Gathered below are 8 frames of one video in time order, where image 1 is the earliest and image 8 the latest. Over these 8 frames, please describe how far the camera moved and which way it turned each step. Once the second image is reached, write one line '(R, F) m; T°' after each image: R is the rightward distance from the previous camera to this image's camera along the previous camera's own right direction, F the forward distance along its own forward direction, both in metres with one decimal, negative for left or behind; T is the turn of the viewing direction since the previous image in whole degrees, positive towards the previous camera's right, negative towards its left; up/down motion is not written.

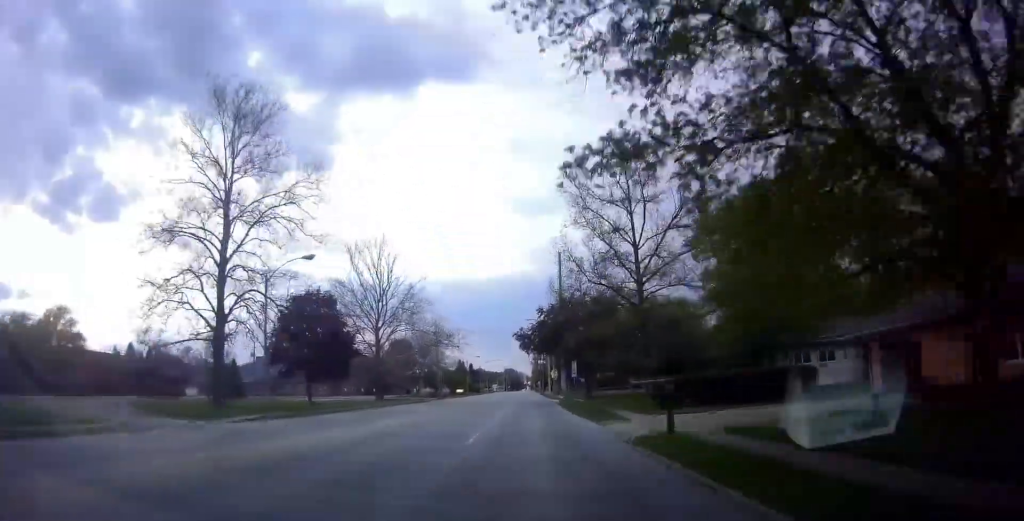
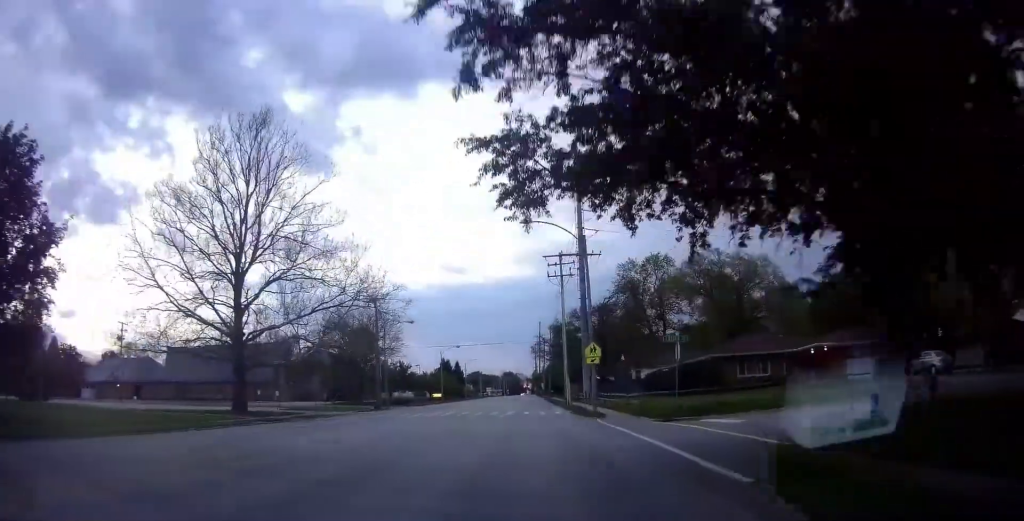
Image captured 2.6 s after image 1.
(-0.1, +42.2) m; -3°
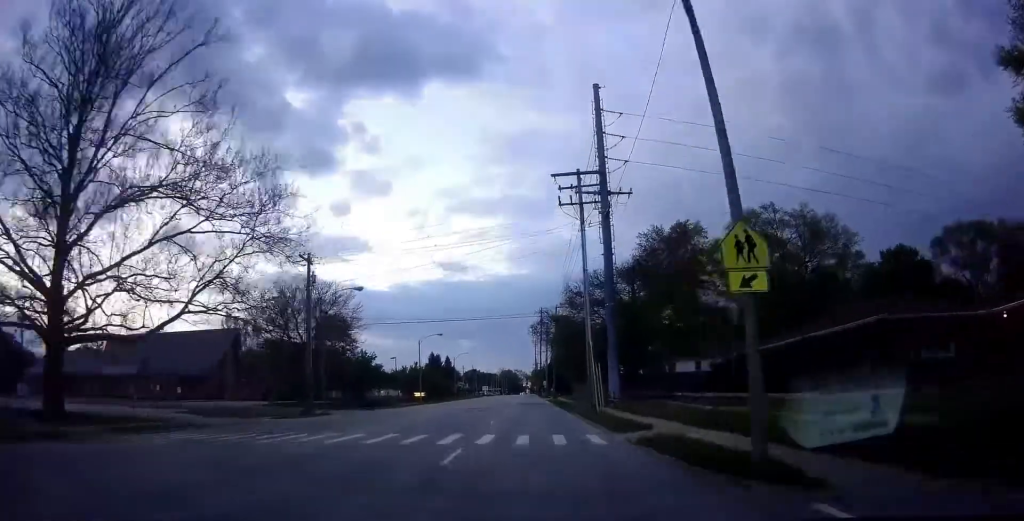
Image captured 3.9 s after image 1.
(-0.6, +19.9) m; +1°
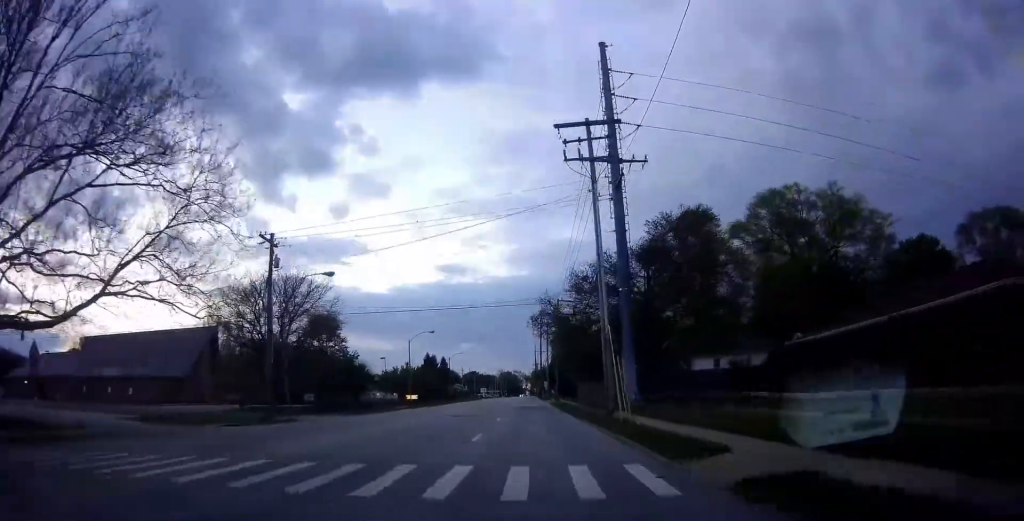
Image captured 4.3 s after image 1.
(+0.3, +7.0) m; +1°
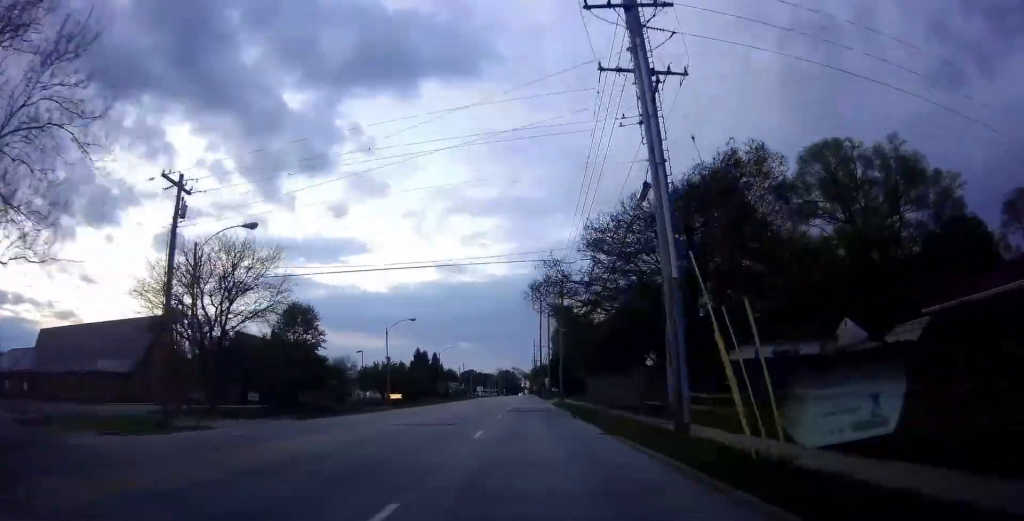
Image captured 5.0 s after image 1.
(+0.2, +11.4) m; +1°
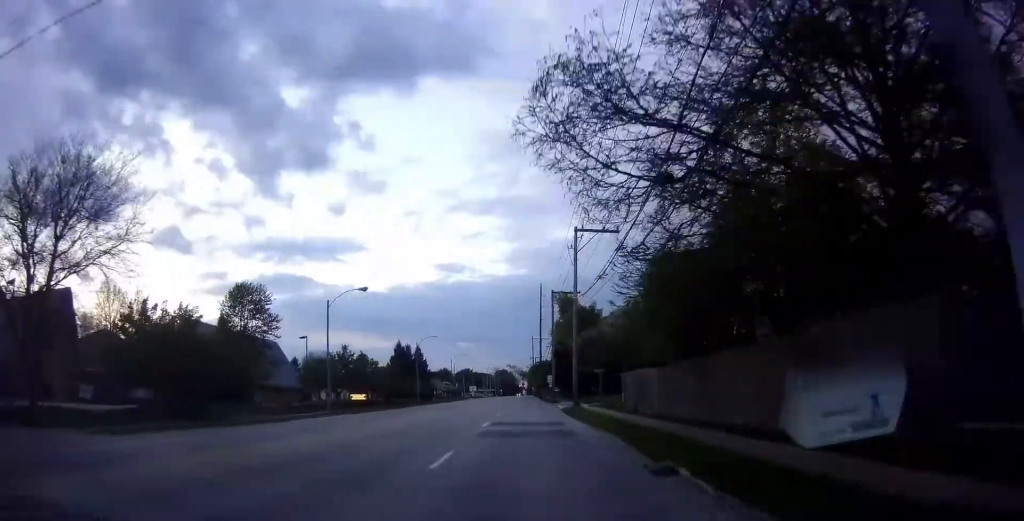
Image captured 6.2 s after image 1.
(0.0, +18.9) m; 0°
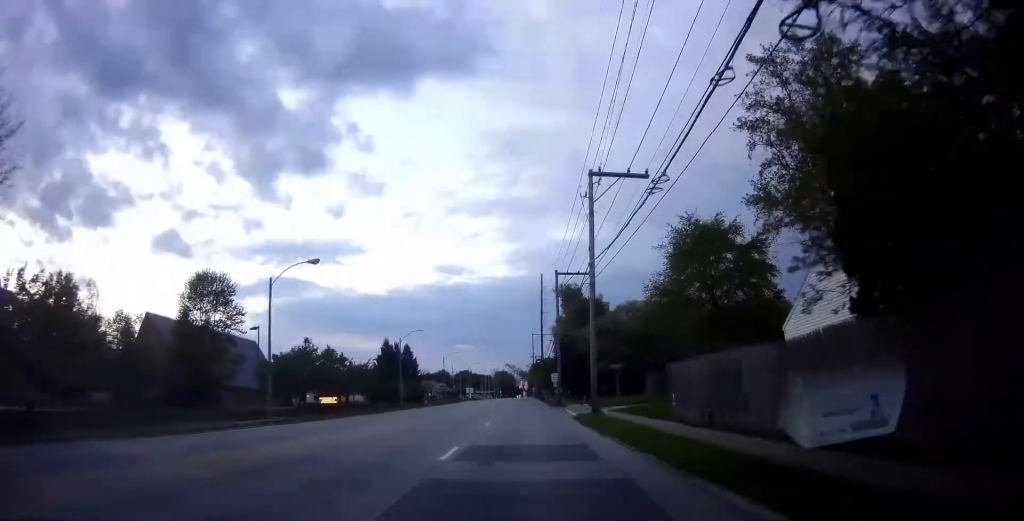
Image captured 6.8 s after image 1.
(0.0, +10.8) m; 0°
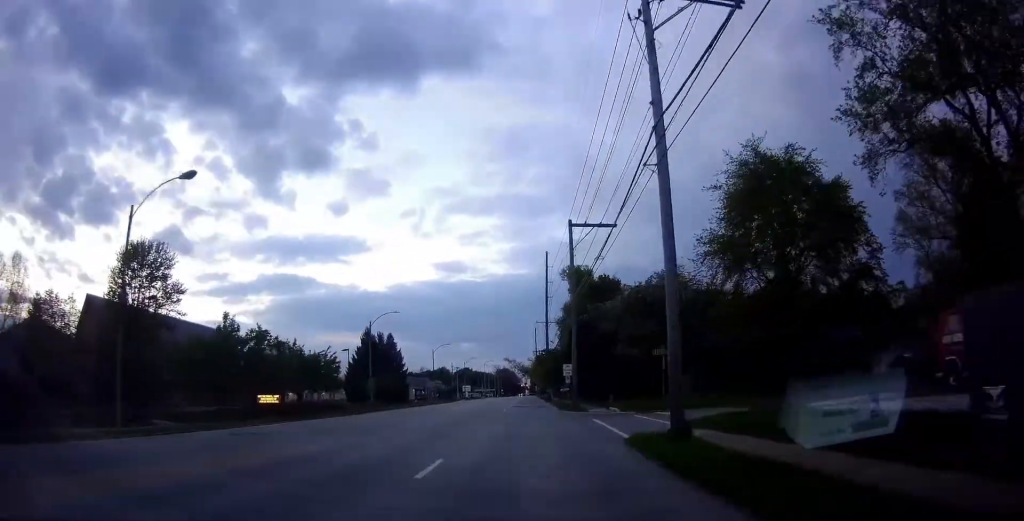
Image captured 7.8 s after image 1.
(0.0, +15.0) m; 0°
